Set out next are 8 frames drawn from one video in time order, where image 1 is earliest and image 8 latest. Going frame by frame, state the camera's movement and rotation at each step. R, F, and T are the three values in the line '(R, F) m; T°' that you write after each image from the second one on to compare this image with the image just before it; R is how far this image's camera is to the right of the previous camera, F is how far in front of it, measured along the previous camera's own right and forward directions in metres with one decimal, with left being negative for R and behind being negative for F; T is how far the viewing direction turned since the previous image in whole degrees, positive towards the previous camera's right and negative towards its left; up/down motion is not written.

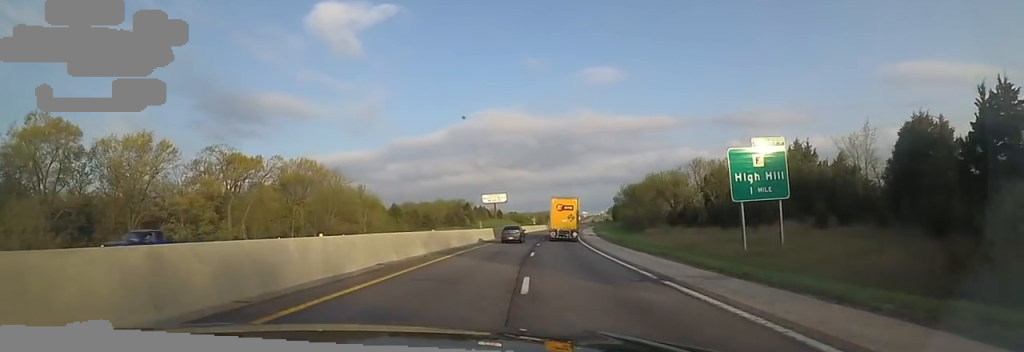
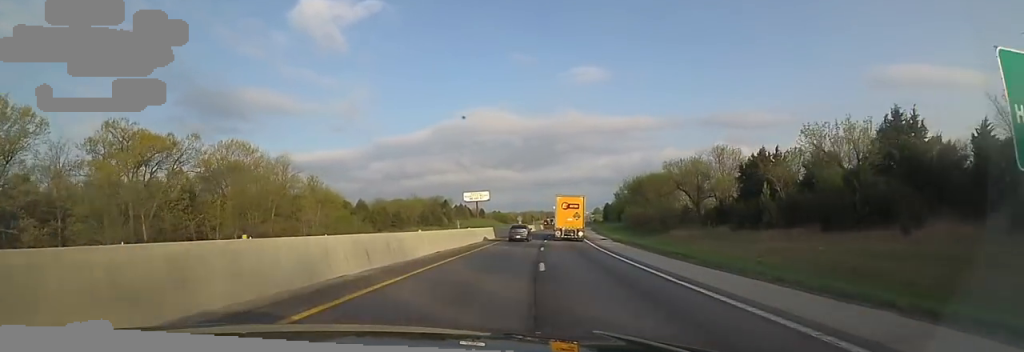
(+0.2, +19.7) m; +2°
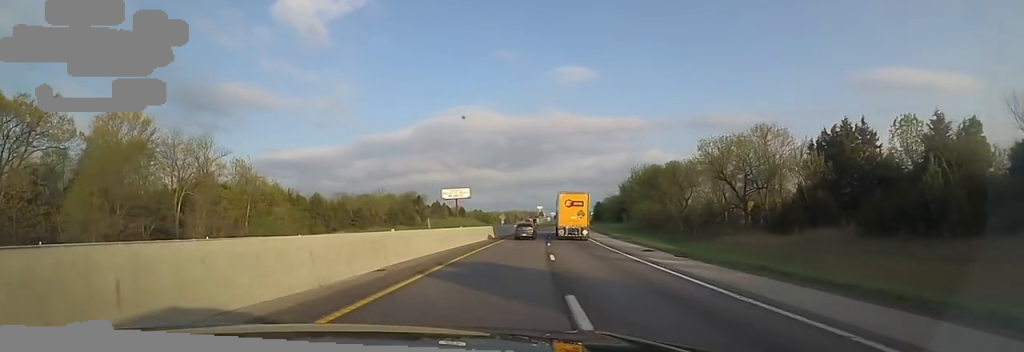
(+0.8, +21.1) m; +2°
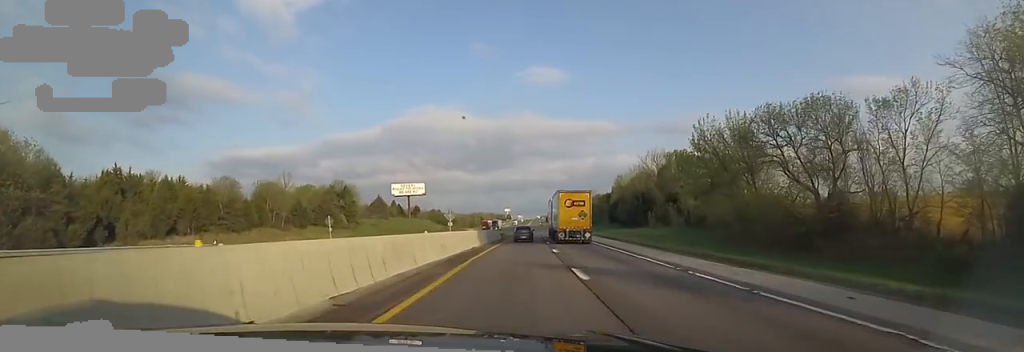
(+0.6, +44.3) m; +2°
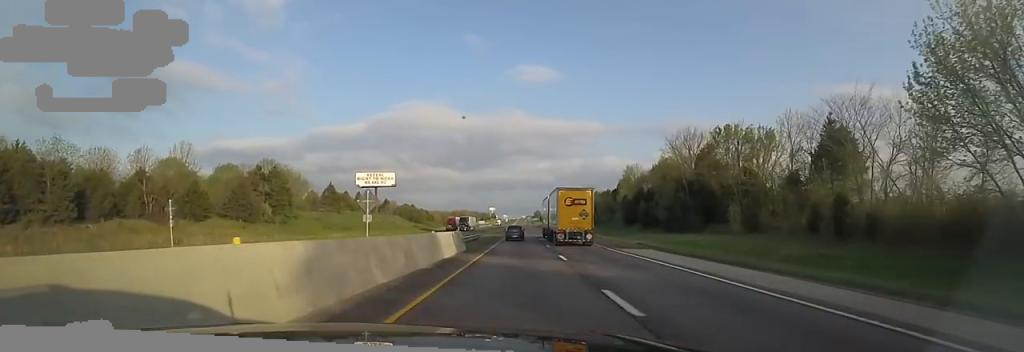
(+0.6, +29.5) m; +2°
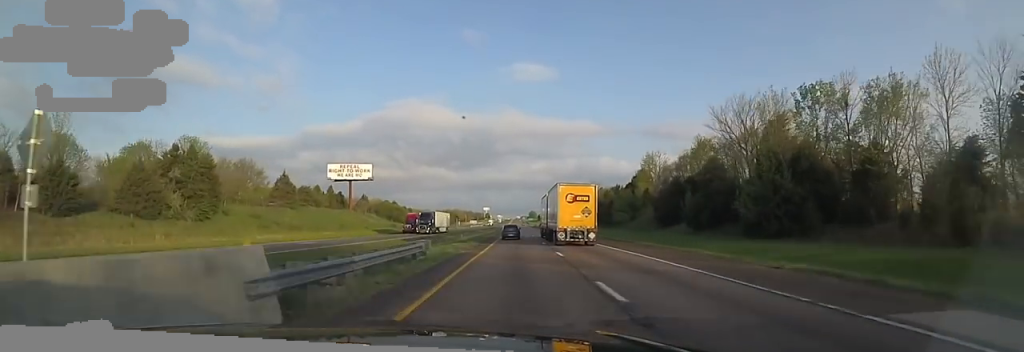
(0.0, +22.8) m; +2°
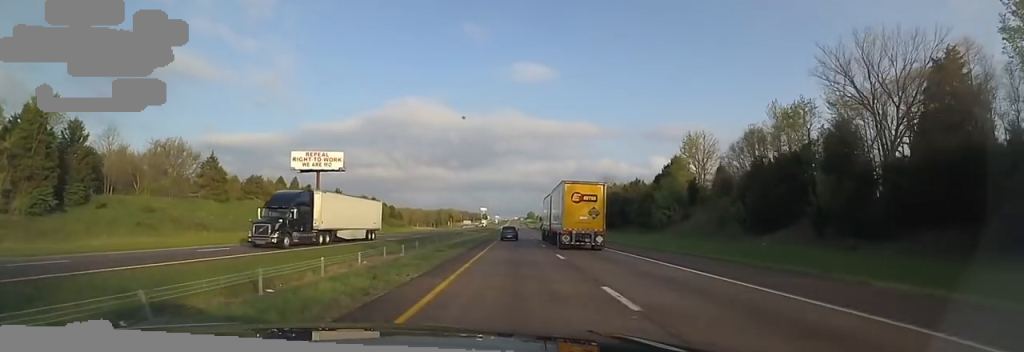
(+0.7, +25.0) m; +1°
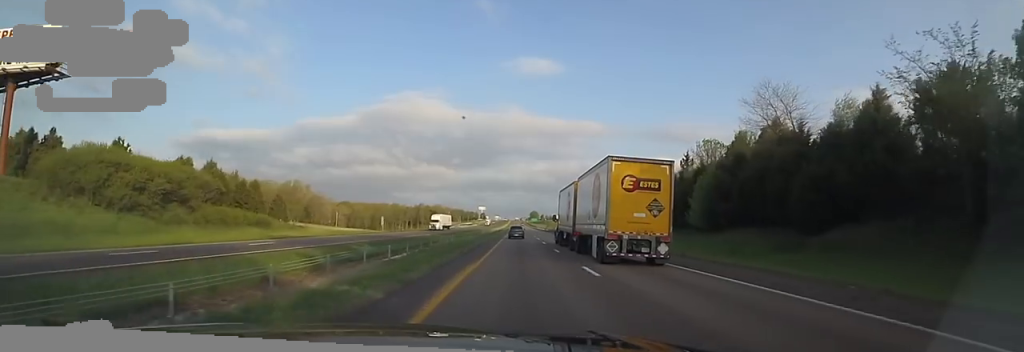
(+1.7, +92.0) m; +2°
